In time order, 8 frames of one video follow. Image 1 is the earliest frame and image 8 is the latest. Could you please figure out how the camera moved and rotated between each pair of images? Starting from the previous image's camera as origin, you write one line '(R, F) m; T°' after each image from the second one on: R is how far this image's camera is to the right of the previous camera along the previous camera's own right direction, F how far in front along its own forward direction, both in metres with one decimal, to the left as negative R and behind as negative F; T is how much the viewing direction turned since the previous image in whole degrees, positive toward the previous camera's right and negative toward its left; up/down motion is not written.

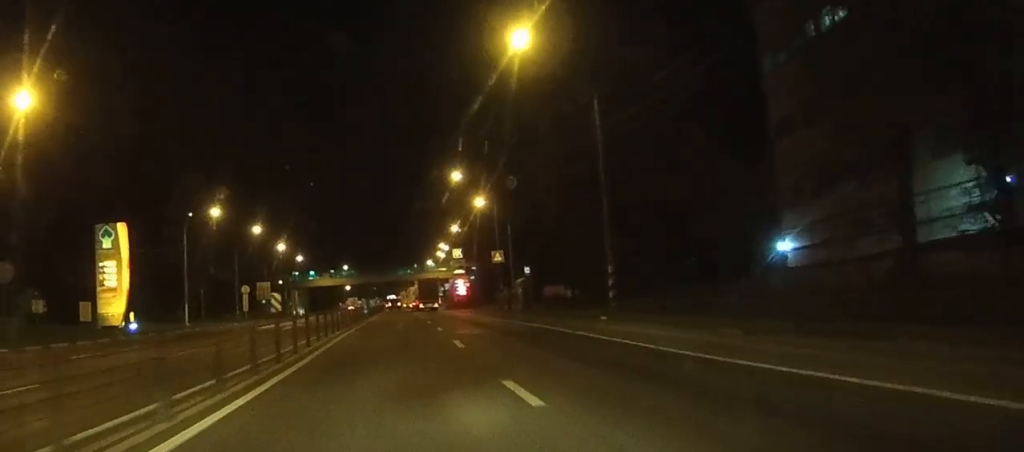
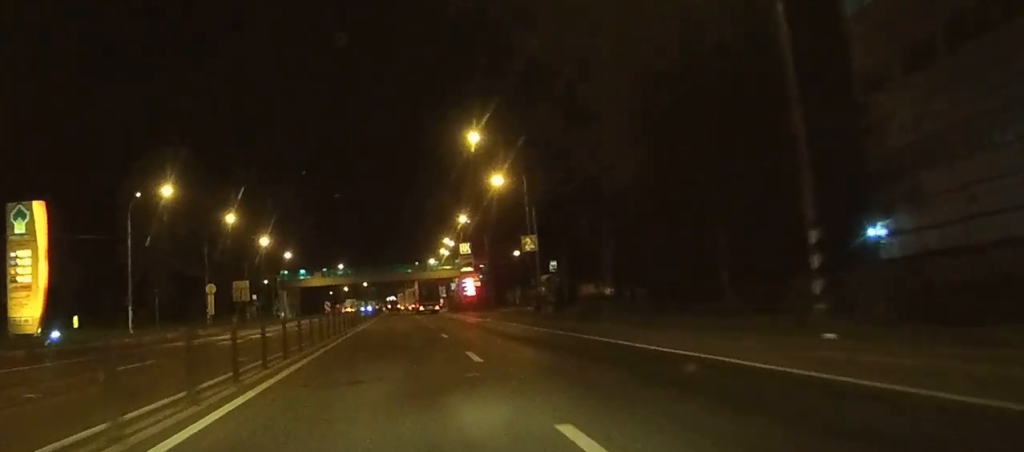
(+0.4, +16.3) m; +1°
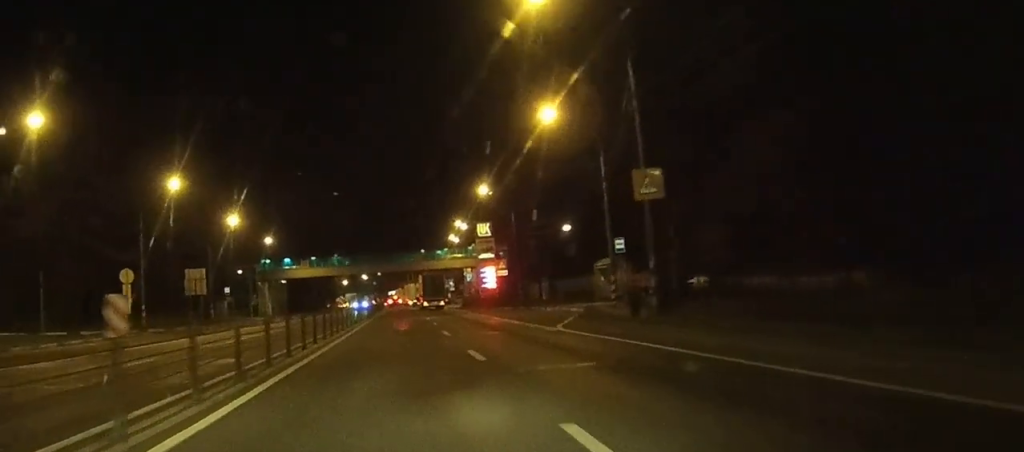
(+0.1, +23.4) m; 0°
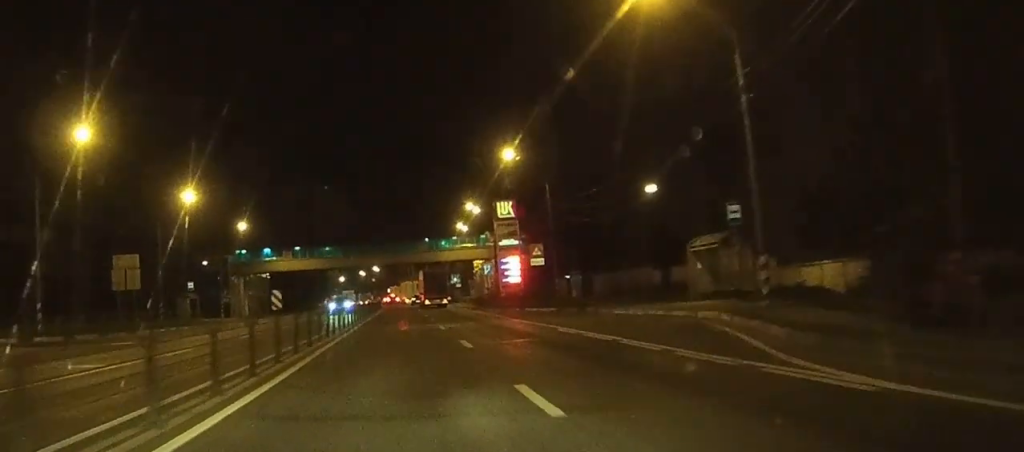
(+0.1, +19.5) m; 0°
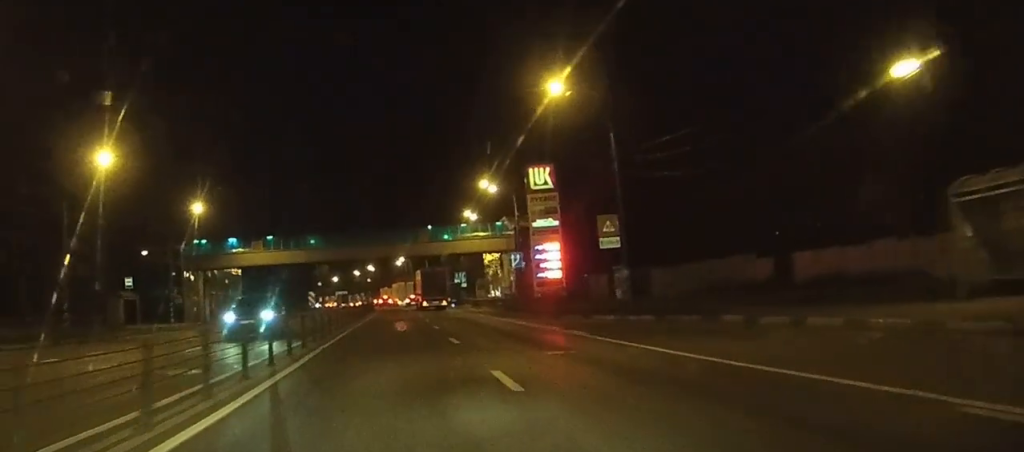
(0.0, +20.3) m; 0°
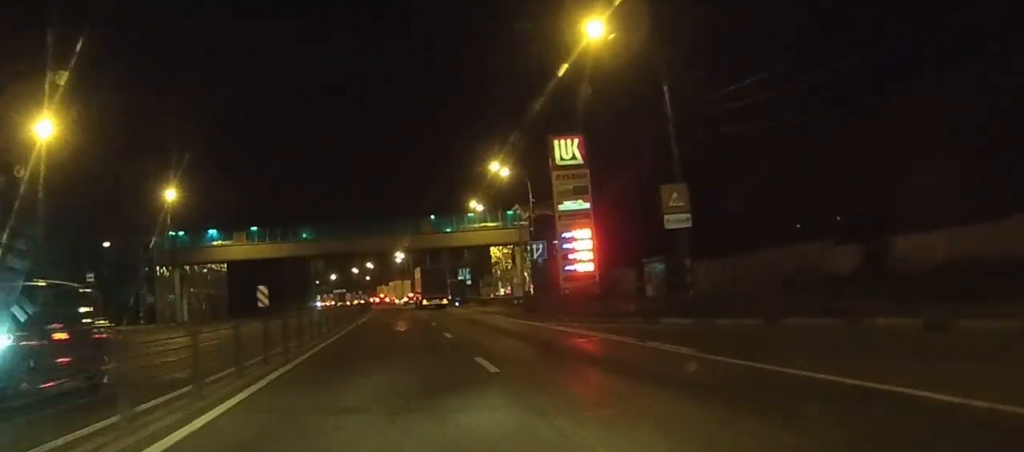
(0.0, +9.1) m; 0°
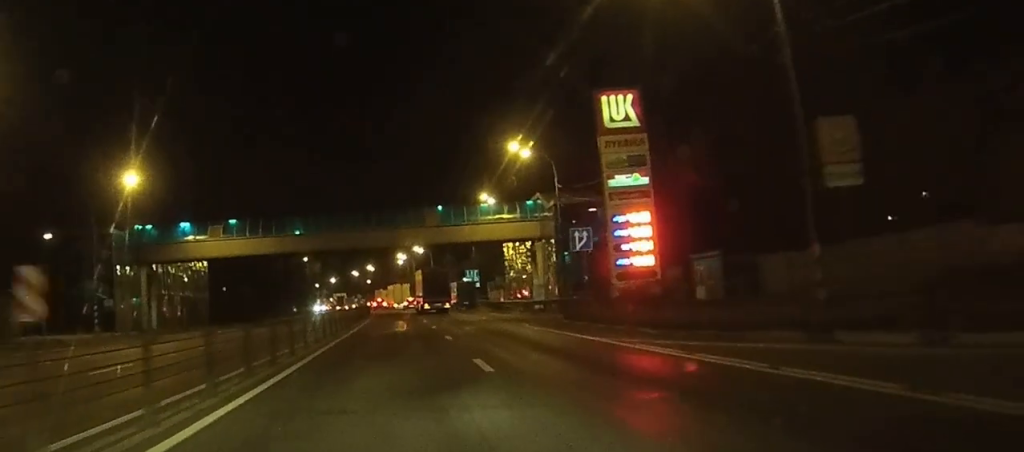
(0.0, +10.7) m; 0°
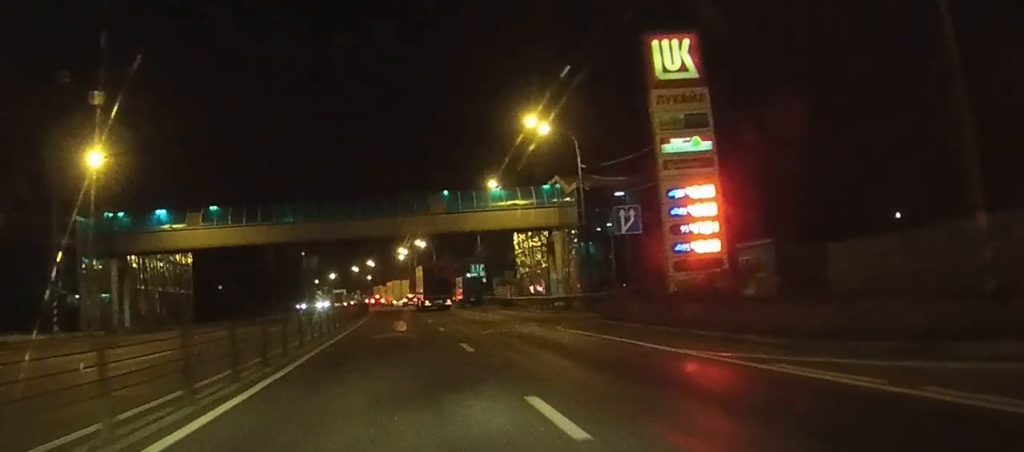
(0.0, +7.3) m; 0°
